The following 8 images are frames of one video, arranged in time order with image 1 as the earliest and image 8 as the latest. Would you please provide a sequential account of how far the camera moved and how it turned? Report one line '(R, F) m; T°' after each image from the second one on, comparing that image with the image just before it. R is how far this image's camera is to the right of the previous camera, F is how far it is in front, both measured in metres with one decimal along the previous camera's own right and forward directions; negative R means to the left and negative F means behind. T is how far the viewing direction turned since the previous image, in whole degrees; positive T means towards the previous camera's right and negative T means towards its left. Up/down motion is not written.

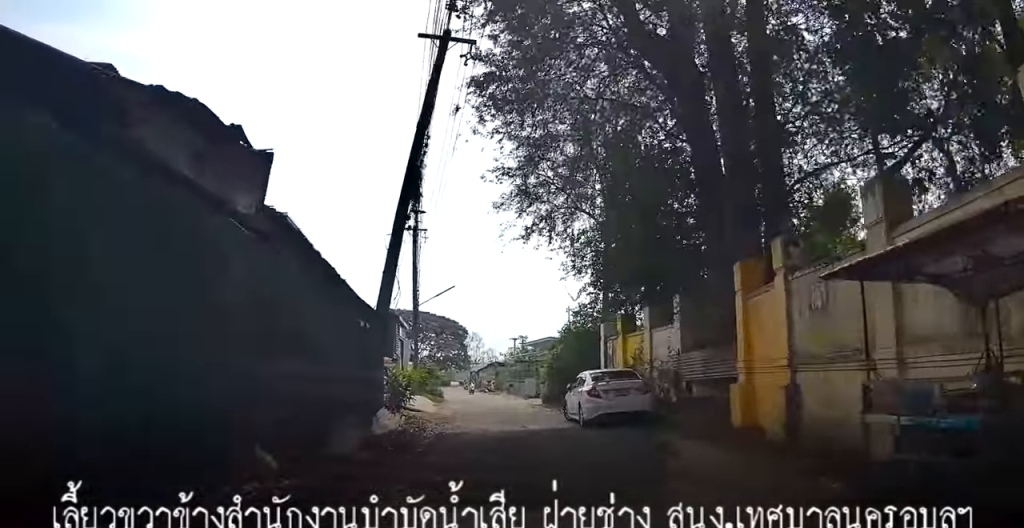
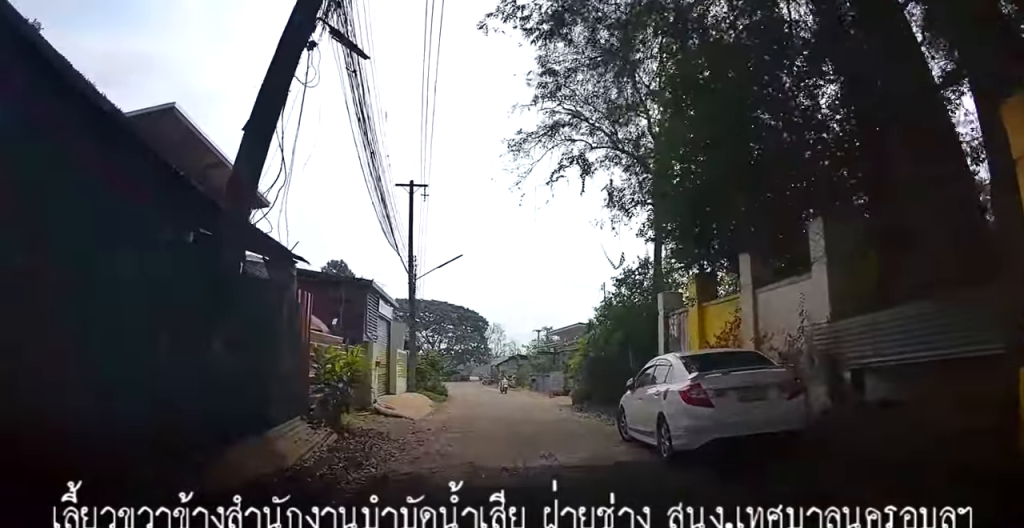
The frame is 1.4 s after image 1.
(0.0, +5.1) m; -2°
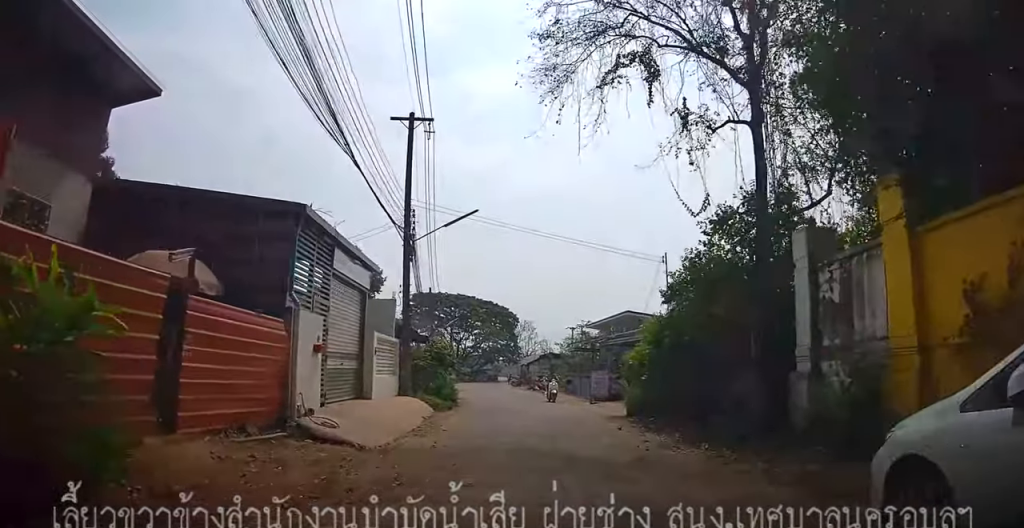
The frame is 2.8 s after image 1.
(-0.1, +5.2) m; -2°
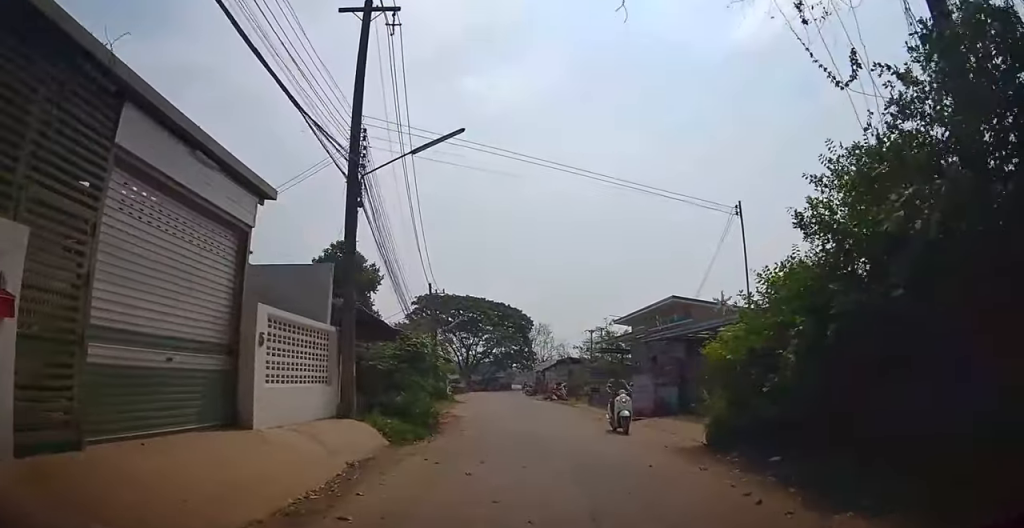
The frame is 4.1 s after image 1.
(0.0, +5.6) m; +8°
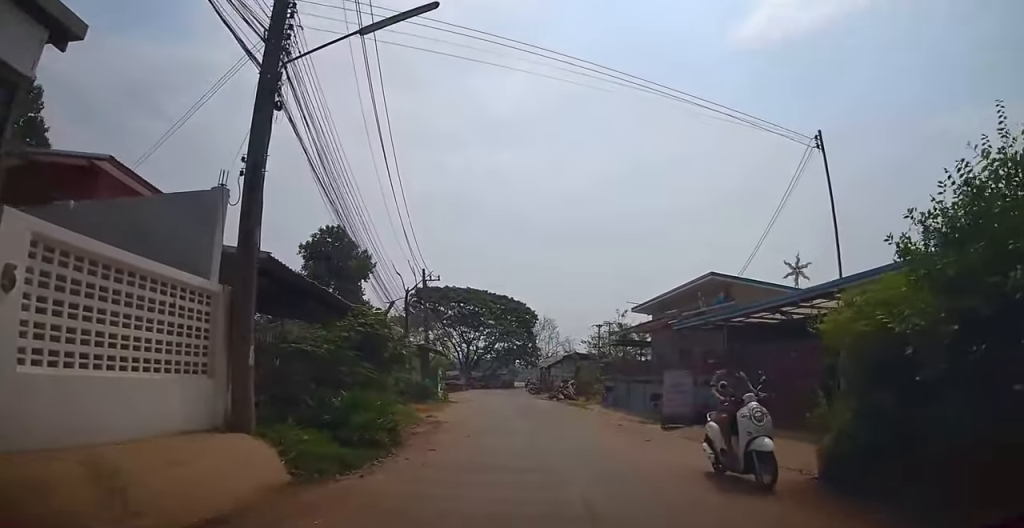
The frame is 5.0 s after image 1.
(+0.3, +3.6) m; +11°
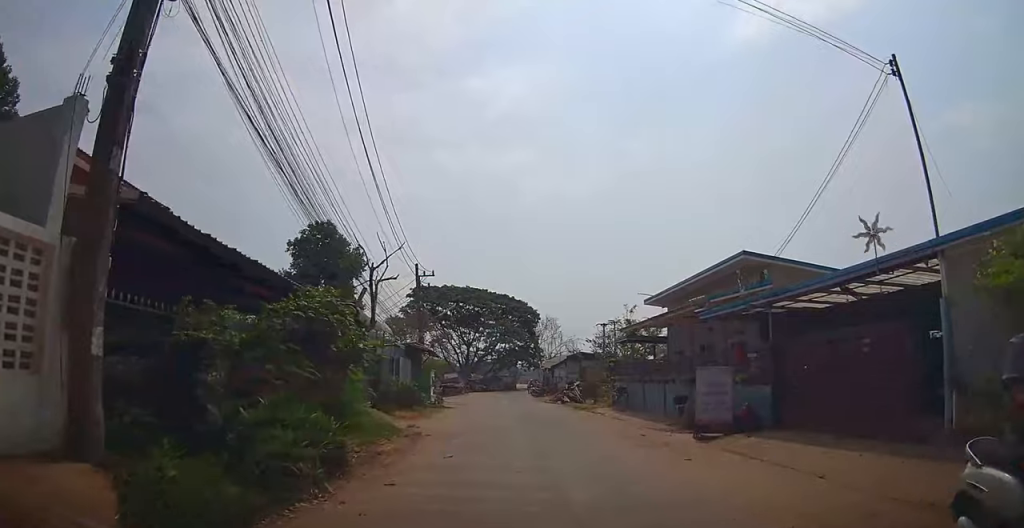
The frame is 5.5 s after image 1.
(+0.2, +2.5) m; +1°
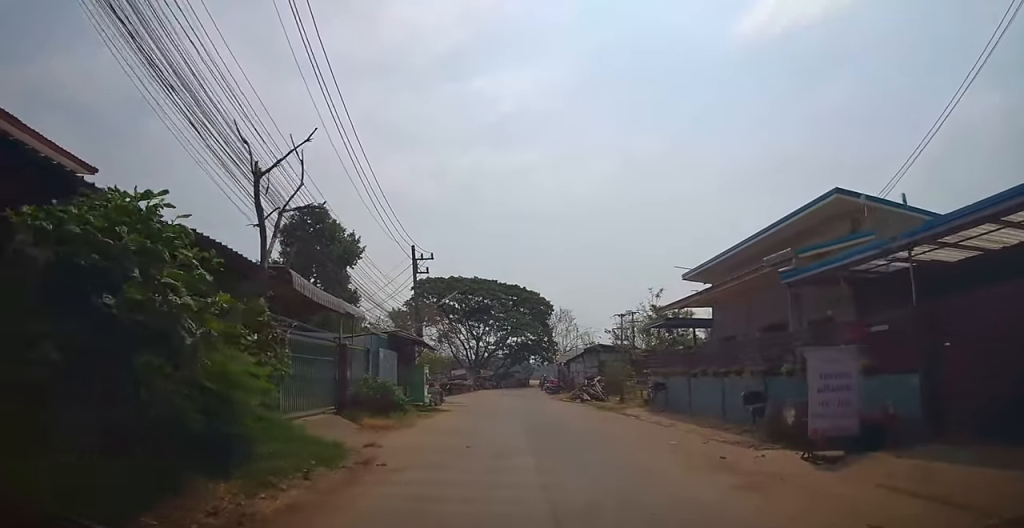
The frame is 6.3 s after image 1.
(+0.1, +4.0) m; 0°
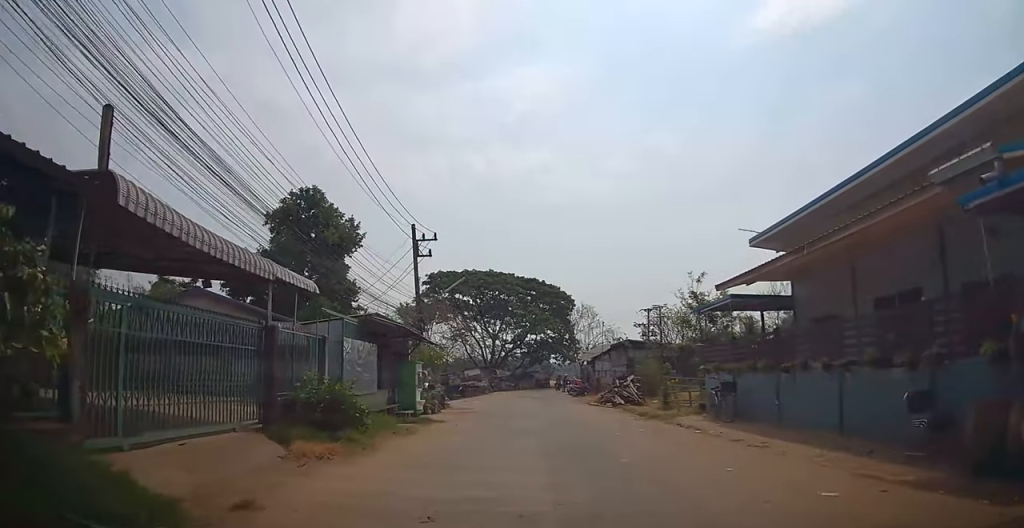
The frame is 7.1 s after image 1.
(-0.2, +4.4) m; -3°
